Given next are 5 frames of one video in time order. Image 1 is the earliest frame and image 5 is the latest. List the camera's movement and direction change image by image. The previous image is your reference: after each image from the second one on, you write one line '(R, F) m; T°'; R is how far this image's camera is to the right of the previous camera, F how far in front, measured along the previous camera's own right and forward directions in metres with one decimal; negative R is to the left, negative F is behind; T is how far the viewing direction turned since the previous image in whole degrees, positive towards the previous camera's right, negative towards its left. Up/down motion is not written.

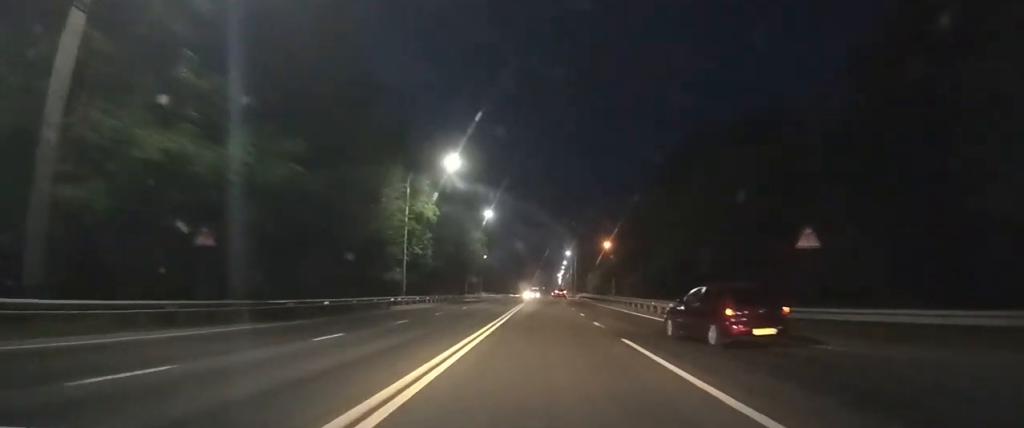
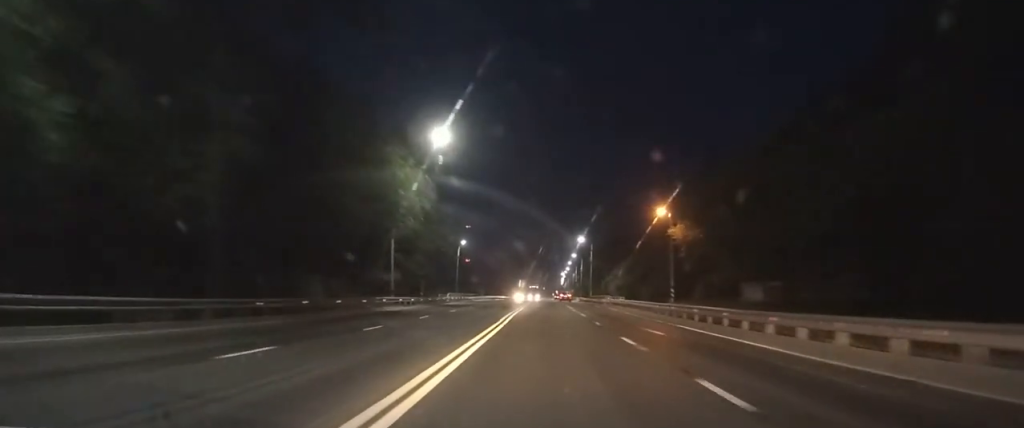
(+0.1, +39.2) m; 0°
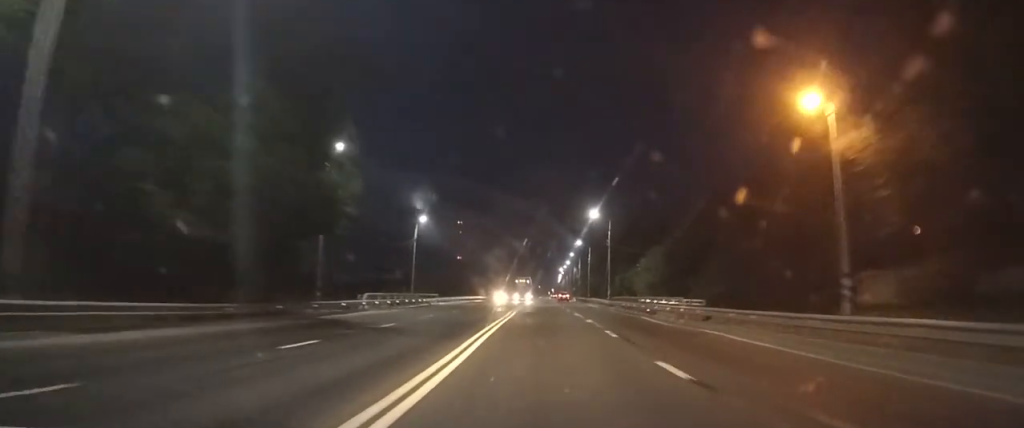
(0.0, +29.2) m; 0°
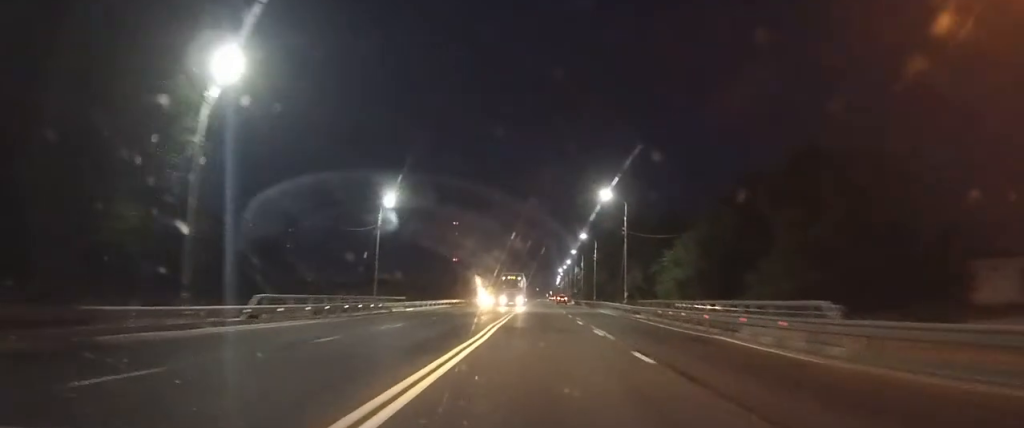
(0.0, +13.2) m; 0°
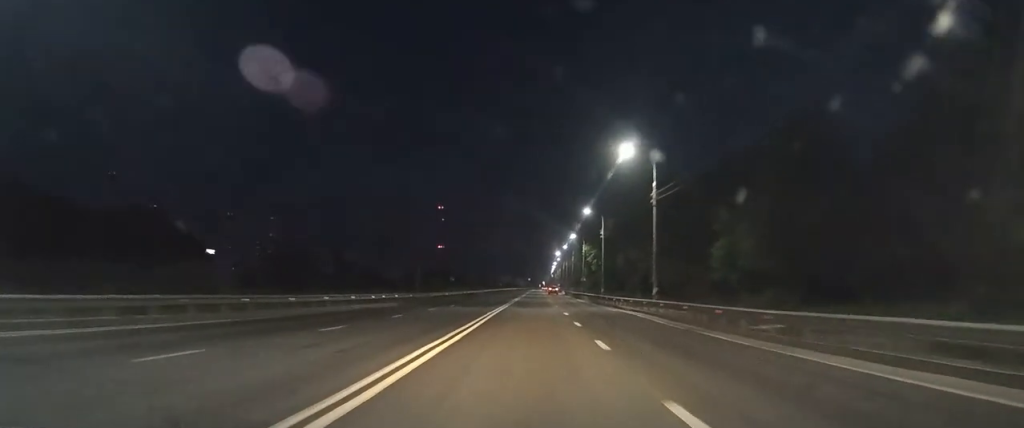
(+0.1, +40.5) m; 0°
